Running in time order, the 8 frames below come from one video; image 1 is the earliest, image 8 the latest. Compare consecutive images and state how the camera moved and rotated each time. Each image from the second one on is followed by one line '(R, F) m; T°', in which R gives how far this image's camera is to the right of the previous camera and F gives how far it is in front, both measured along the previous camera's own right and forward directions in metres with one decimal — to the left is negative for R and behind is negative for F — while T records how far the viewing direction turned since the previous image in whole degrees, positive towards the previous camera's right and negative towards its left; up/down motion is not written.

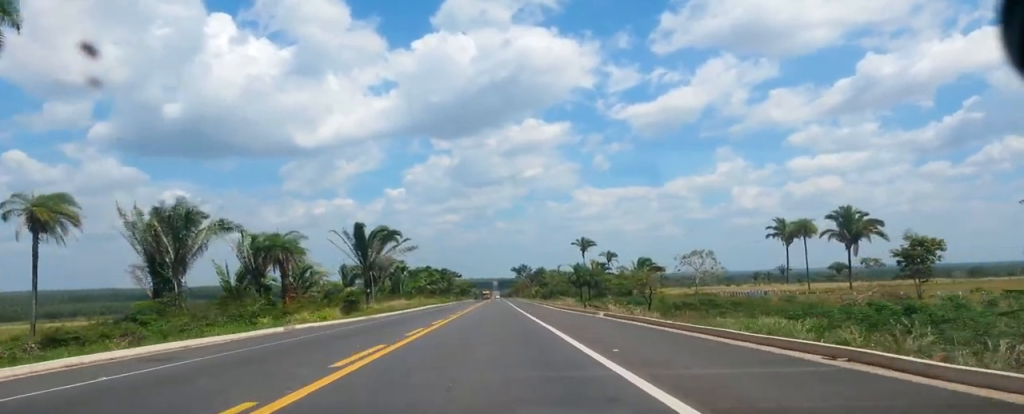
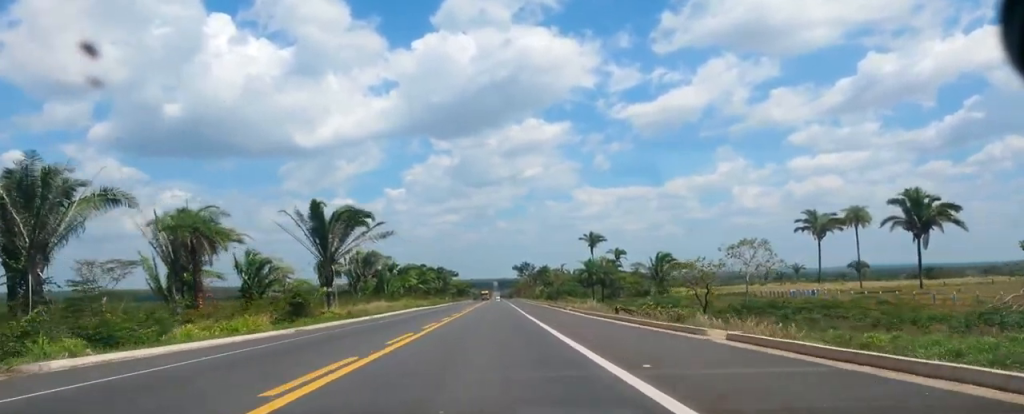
(-0.3, +19.7) m; -1°
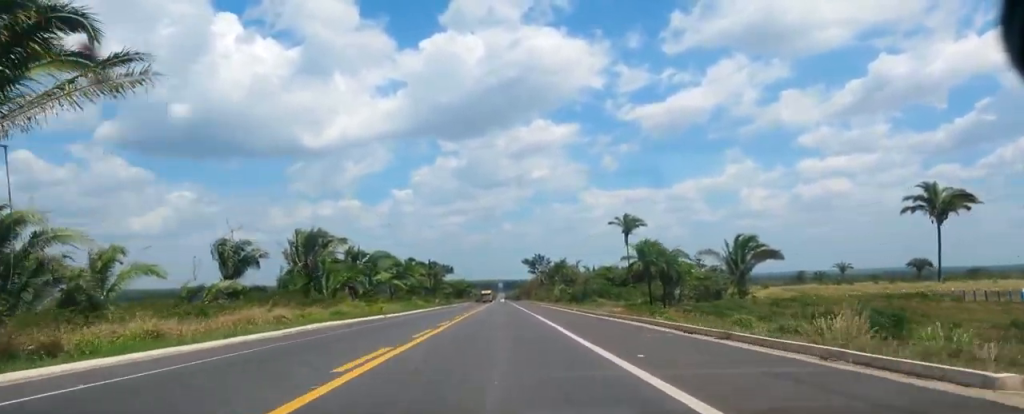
(-1.0, +47.6) m; 0°
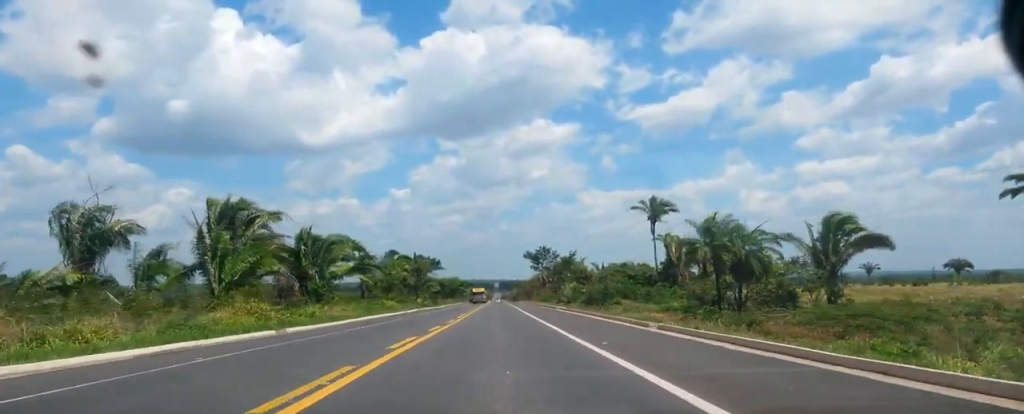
(+0.5, +29.0) m; +2°
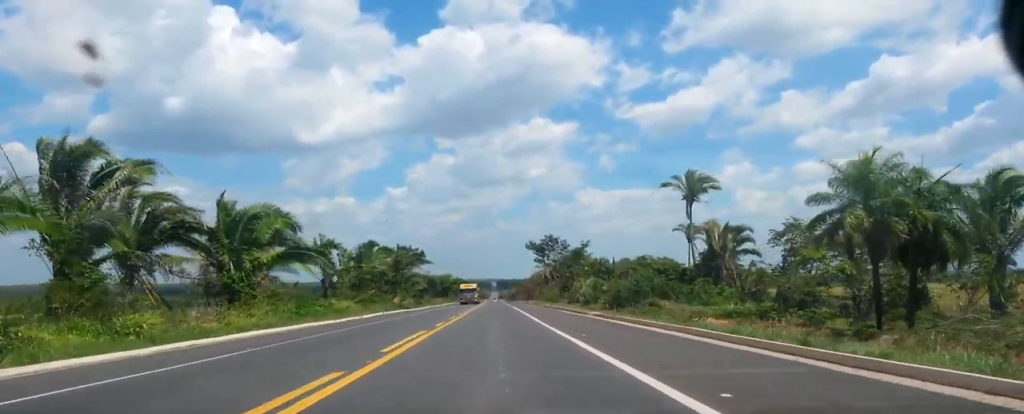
(+0.4, +25.3) m; +1°
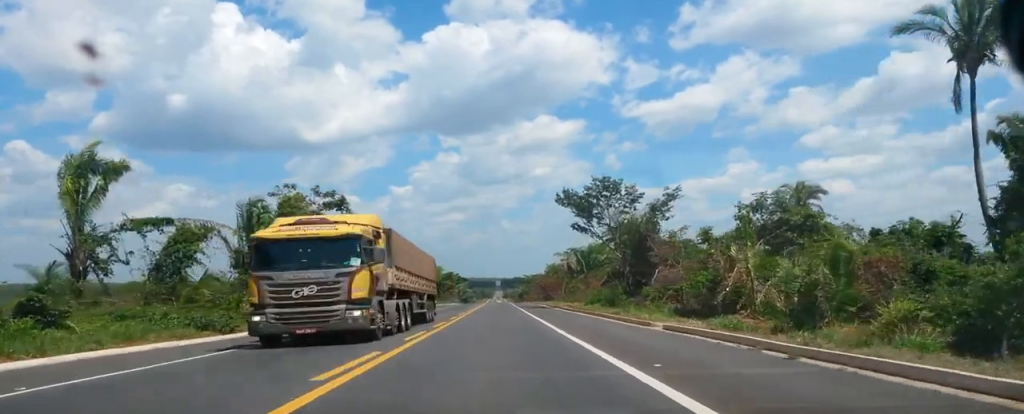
(+0.7, +58.1) m; 0°
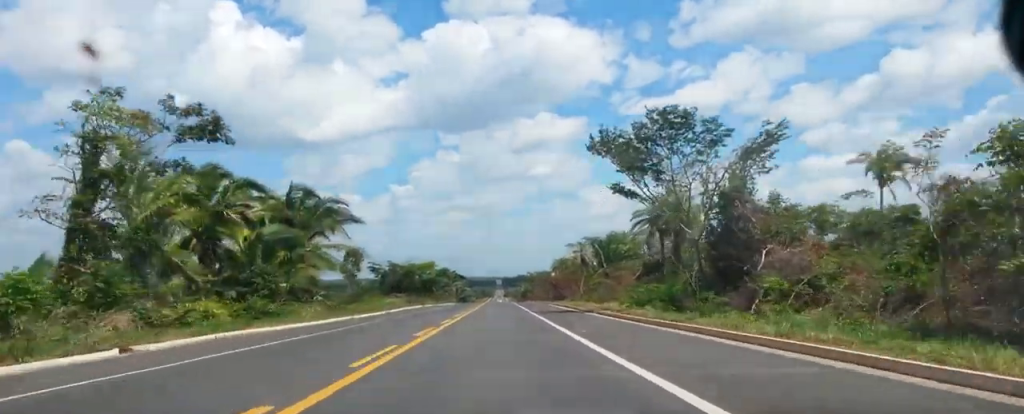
(-0.4, +22.9) m; -2°
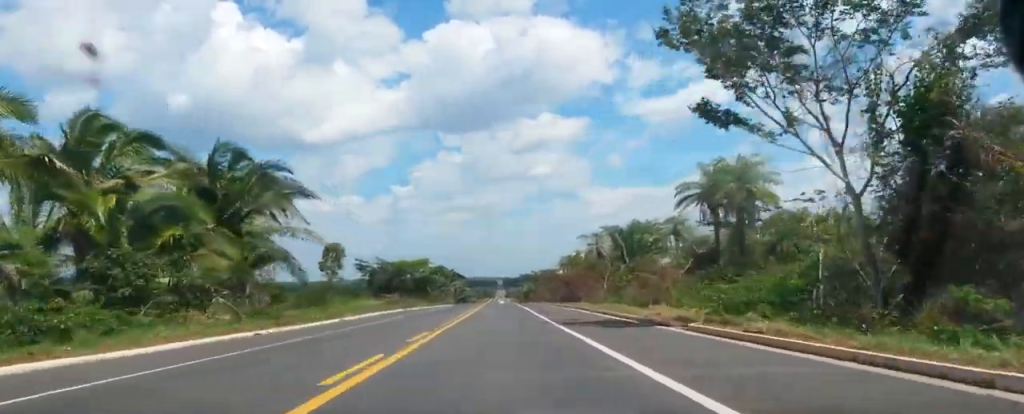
(-0.2, +18.4) m; -1°
